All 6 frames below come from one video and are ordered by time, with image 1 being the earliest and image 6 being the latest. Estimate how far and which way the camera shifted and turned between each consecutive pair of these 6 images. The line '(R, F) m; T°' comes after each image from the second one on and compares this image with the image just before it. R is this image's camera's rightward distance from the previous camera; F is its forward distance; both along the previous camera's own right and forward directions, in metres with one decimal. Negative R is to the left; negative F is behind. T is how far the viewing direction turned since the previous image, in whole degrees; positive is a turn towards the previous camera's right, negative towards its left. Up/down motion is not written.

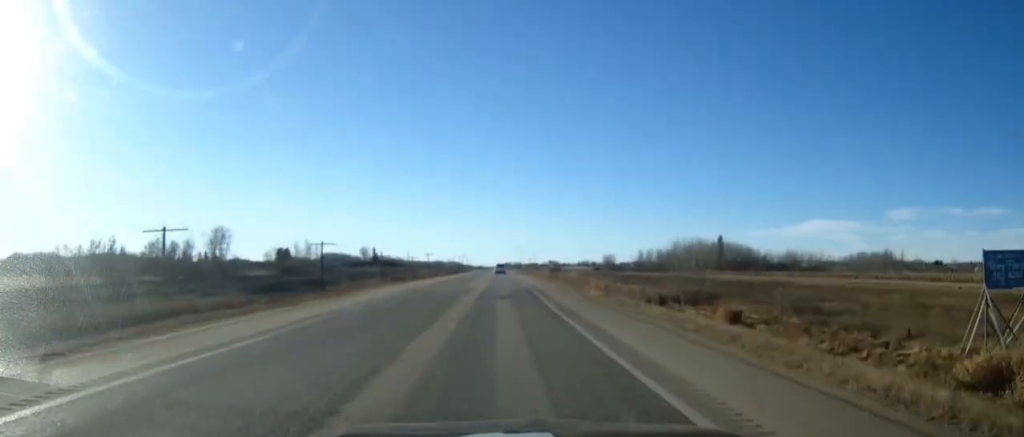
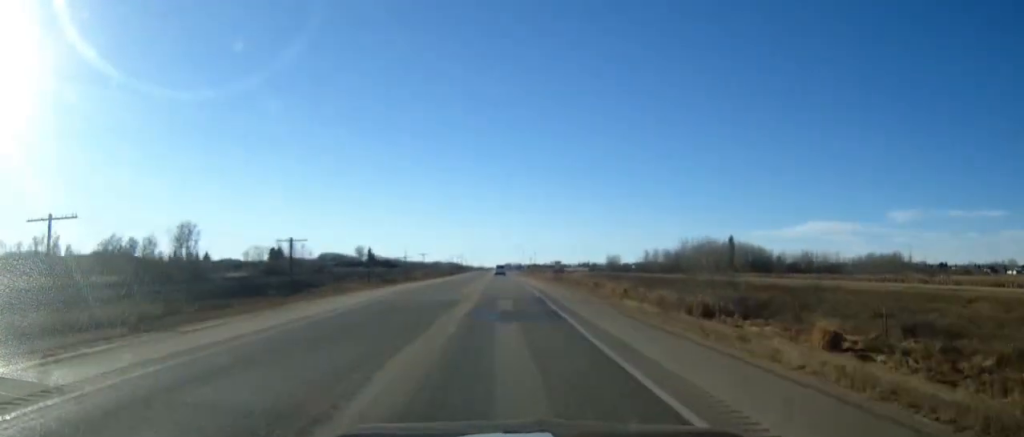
(0.0, +12.1) m; 0°
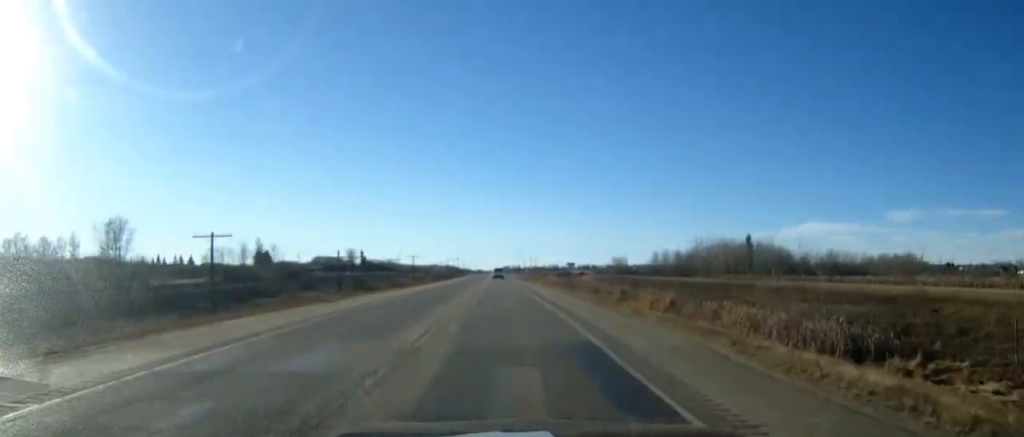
(0.0, +19.1) m; 0°
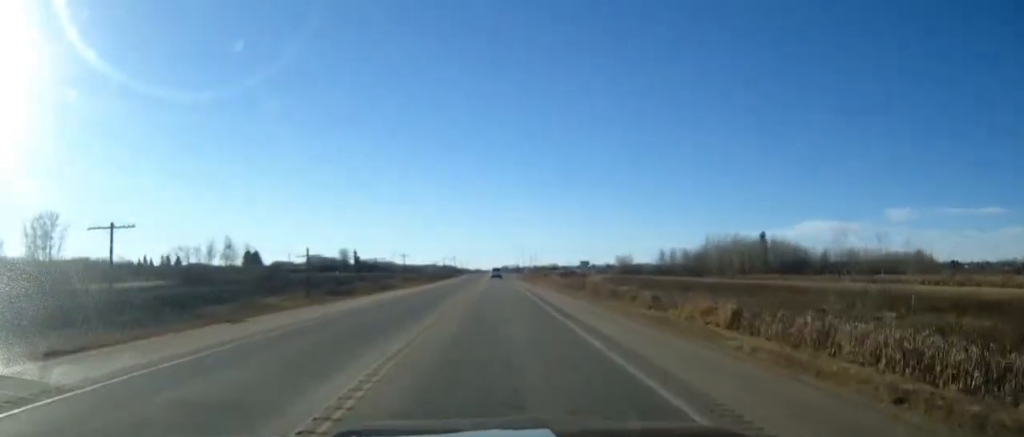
(0.0, +13.8) m; 0°
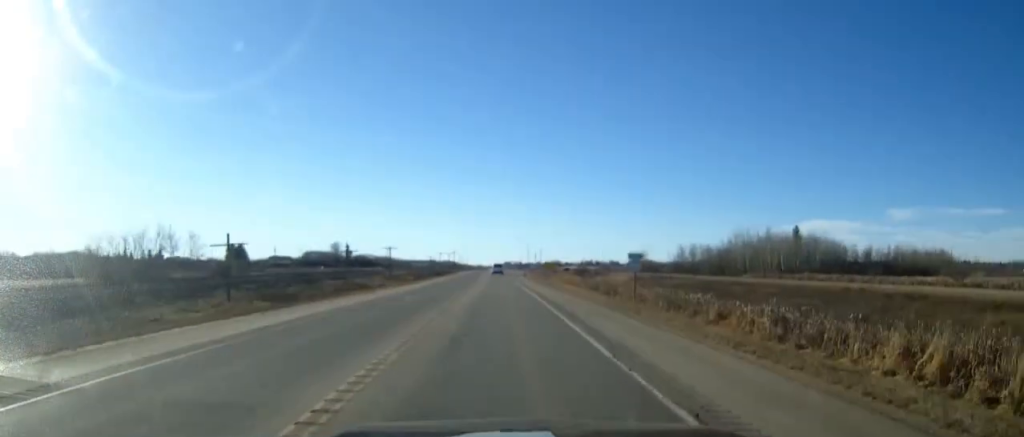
(0.0, +23.4) m; 0°
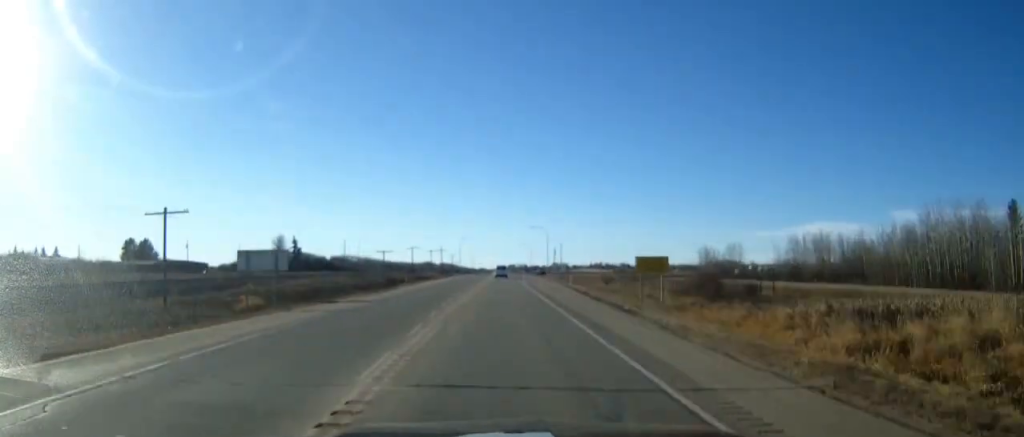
(-0.4, +91.4) m; 0°
